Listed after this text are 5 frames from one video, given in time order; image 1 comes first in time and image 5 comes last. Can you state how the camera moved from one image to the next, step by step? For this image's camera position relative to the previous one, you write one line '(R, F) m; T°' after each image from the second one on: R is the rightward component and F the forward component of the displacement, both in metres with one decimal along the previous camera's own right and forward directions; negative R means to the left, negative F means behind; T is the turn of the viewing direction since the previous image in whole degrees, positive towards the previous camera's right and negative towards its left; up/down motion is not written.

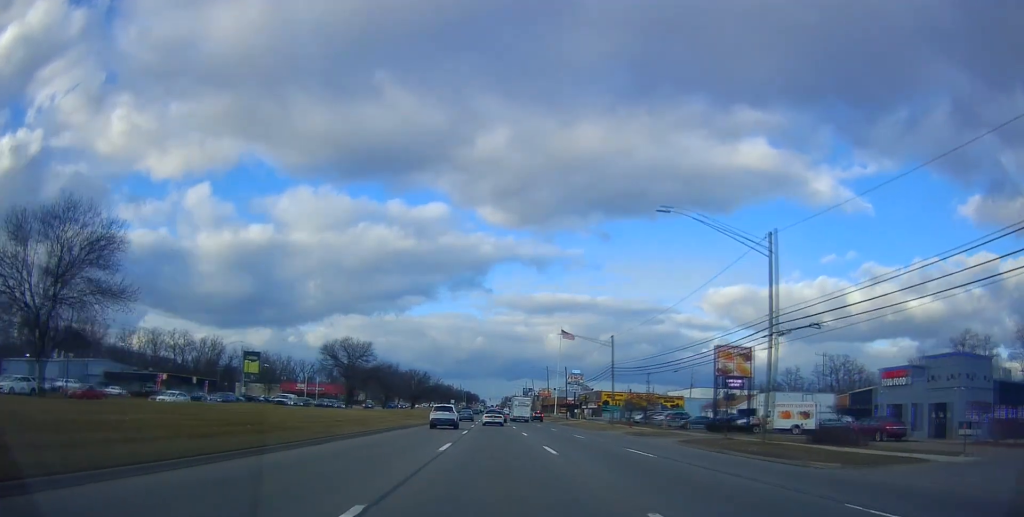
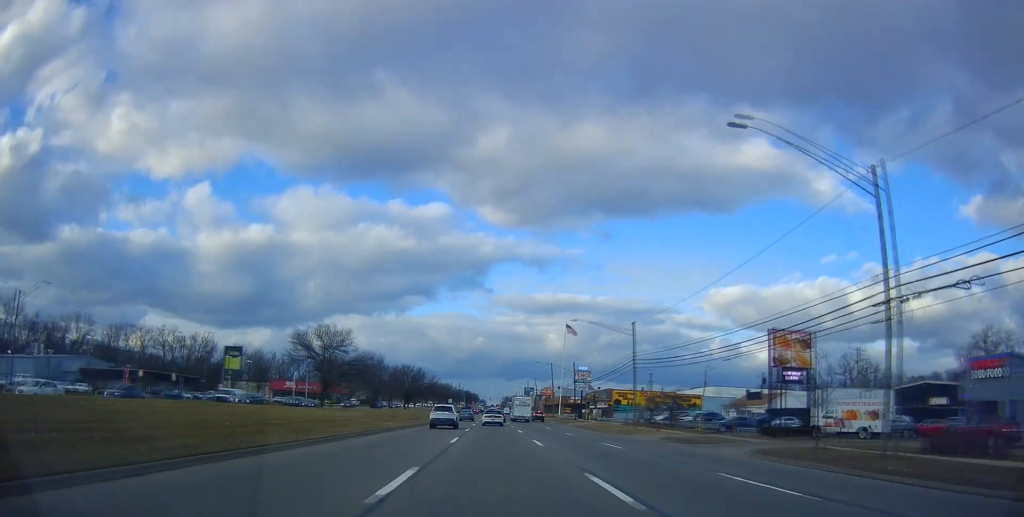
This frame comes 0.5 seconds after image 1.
(-0.1, +10.1) m; 0°
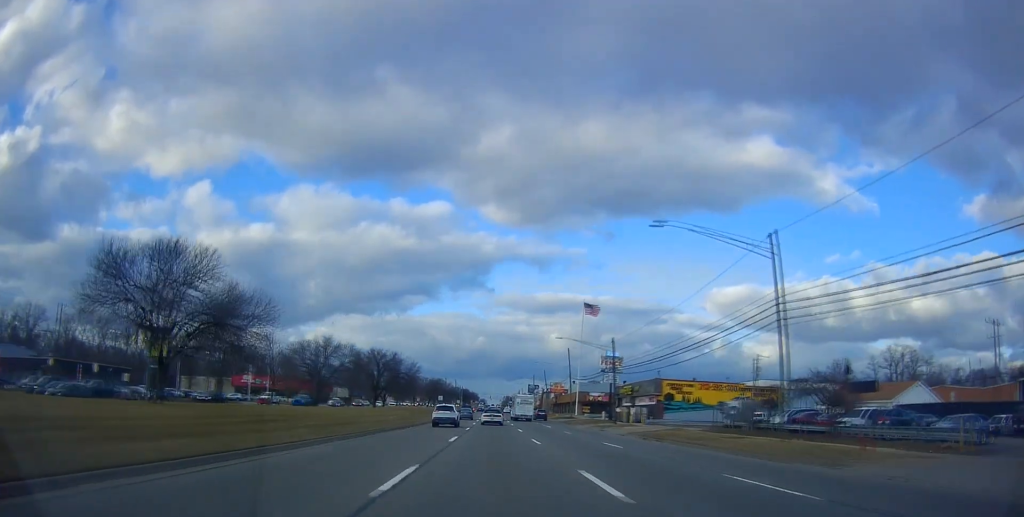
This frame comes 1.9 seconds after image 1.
(0.0, +30.1) m; -1°
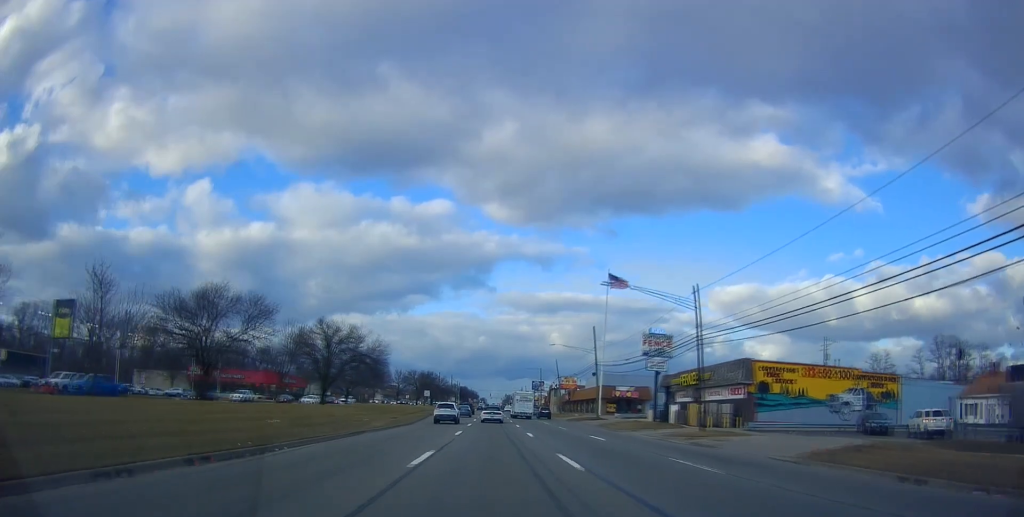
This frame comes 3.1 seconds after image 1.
(-0.7, +26.2) m; 0°
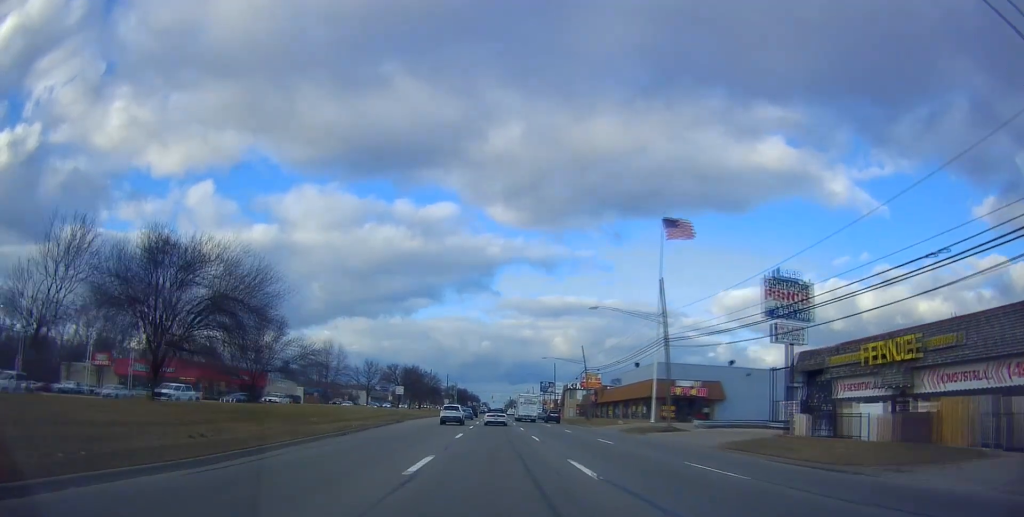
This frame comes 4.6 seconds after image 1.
(+0.4, +31.9) m; 0°
